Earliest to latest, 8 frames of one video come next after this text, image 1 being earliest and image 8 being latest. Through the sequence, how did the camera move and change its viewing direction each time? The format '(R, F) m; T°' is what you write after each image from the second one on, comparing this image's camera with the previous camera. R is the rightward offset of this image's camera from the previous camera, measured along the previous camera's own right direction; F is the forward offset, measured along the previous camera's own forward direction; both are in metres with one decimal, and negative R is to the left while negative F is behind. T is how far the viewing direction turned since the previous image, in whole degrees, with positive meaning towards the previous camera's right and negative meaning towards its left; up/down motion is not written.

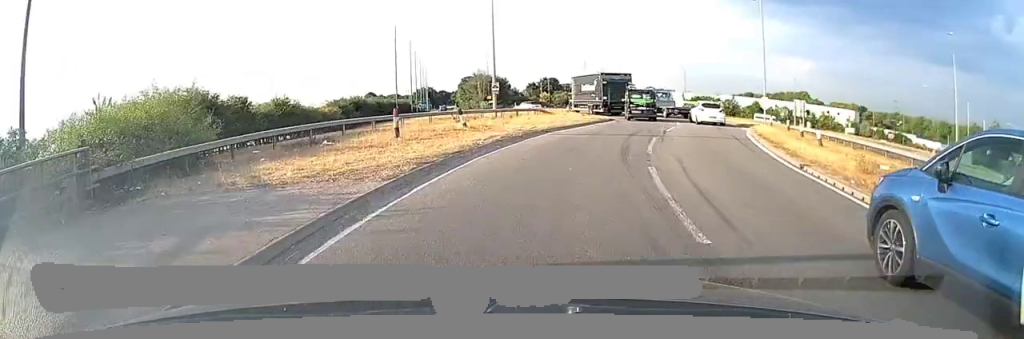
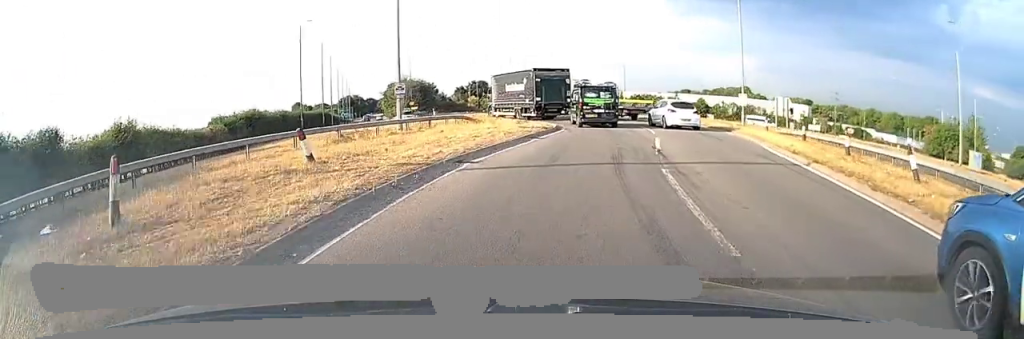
(+0.4, +9.0) m; +5°
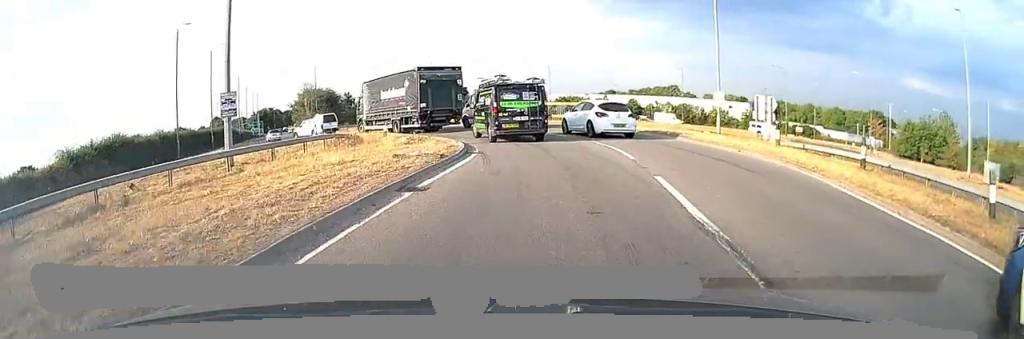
(+0.7, +10.0) m; +8°
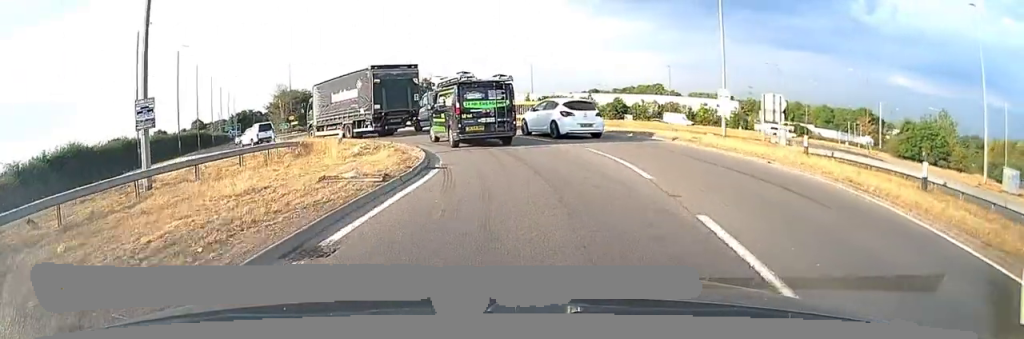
(+0.1, +3.8) m; +3°
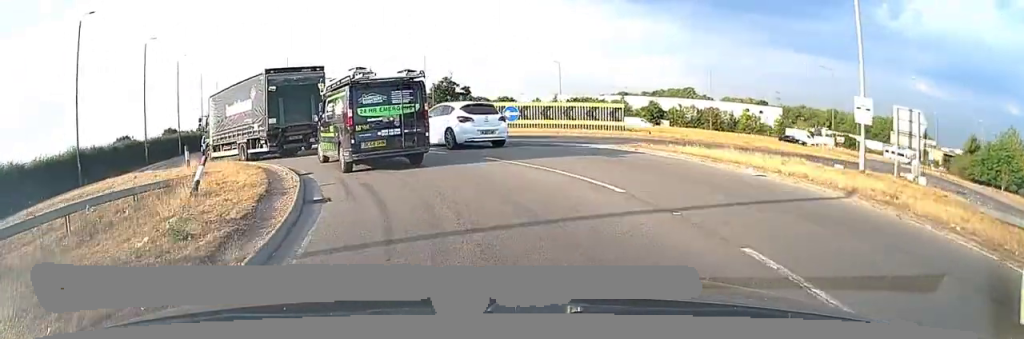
(+0.6, +10.8) m; +1°
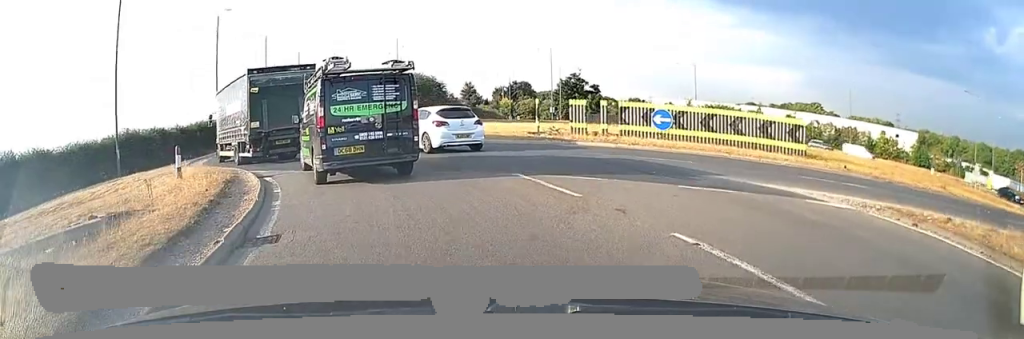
(-0.6, +9.1) m; -12°
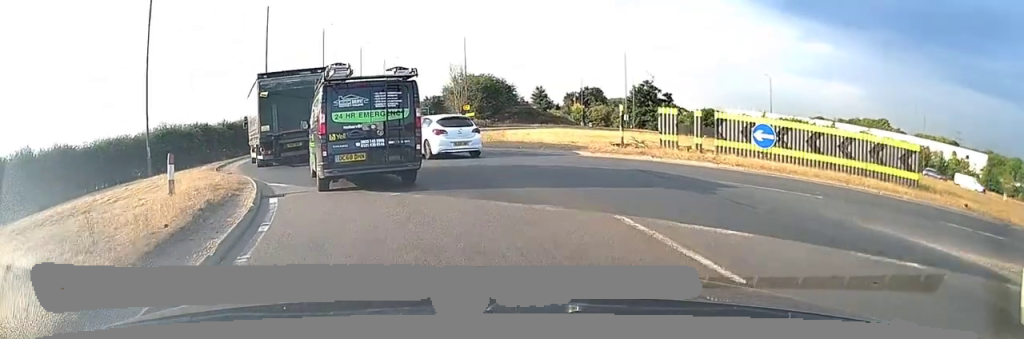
(-0.3, +4.5) m; -8°
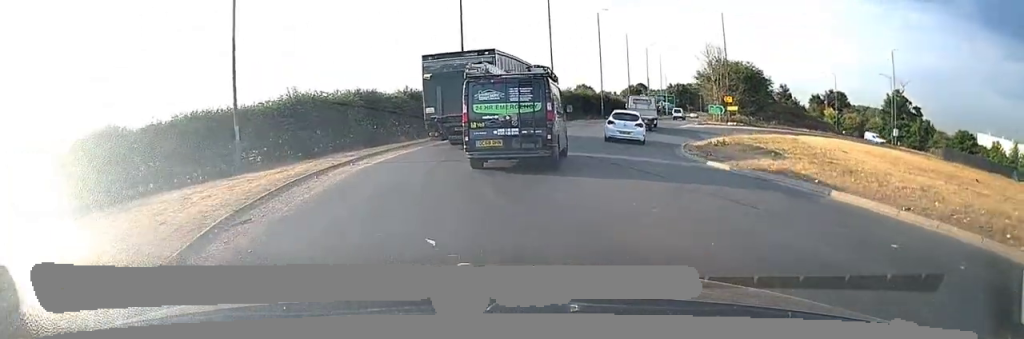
(-2.7, +13.3) m; -19°
